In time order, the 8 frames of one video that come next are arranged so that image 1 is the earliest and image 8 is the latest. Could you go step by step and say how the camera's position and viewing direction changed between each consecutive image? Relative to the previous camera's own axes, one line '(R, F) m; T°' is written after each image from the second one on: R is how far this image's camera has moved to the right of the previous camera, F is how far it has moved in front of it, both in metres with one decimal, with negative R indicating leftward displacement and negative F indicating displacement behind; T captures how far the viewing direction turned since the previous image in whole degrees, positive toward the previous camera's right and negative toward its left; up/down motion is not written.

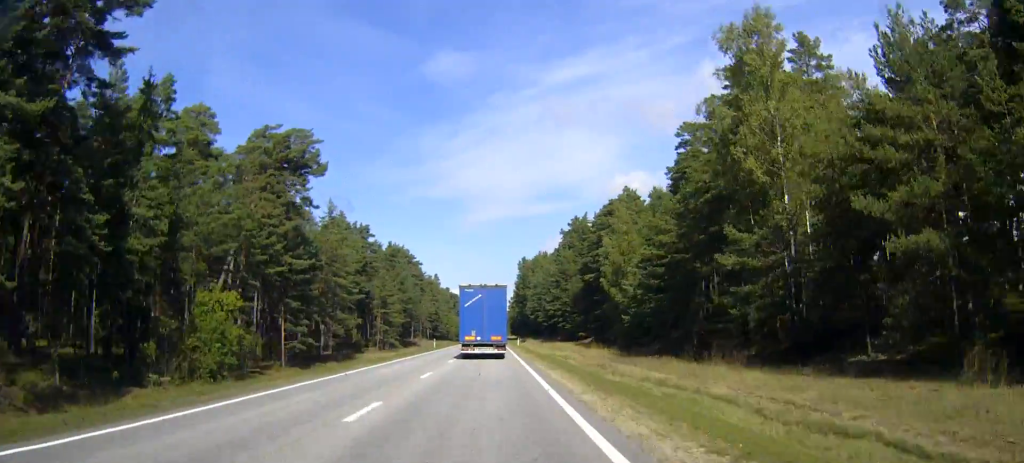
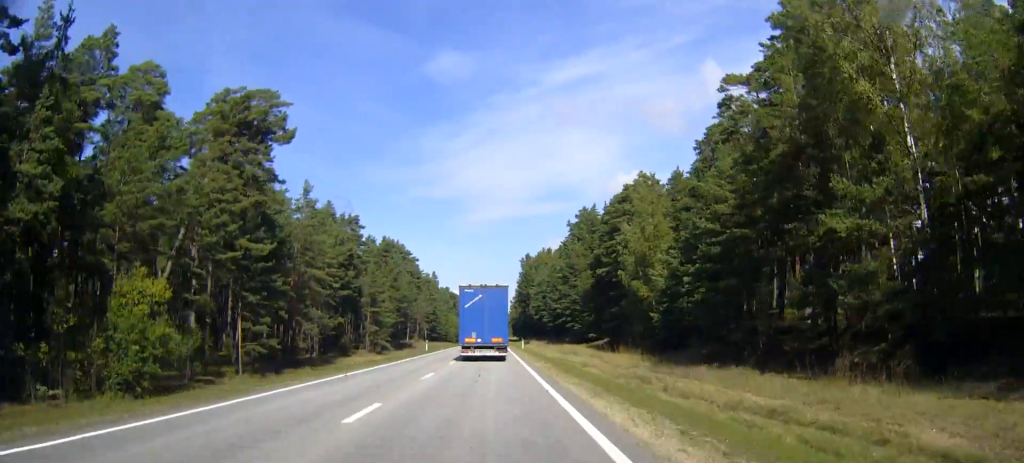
(0.0, +11.9) m; 0°
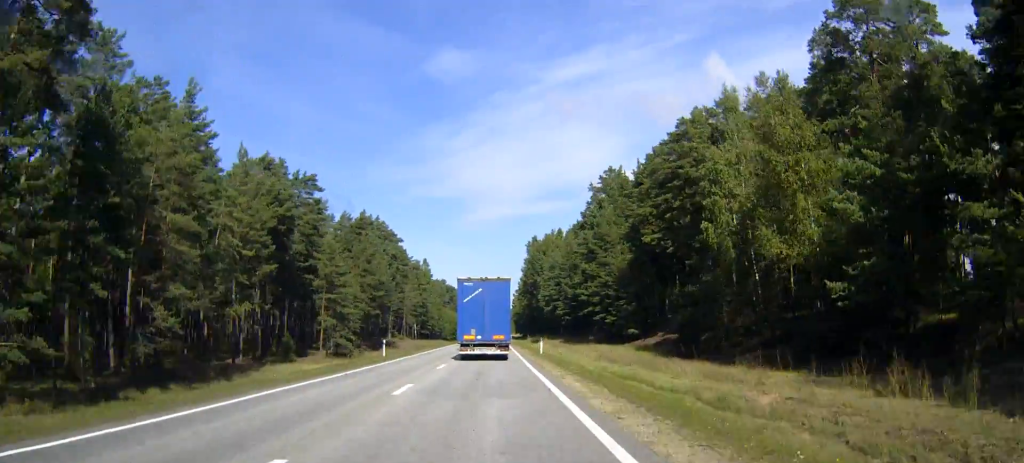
(-0.1, +31.0) m; 0°
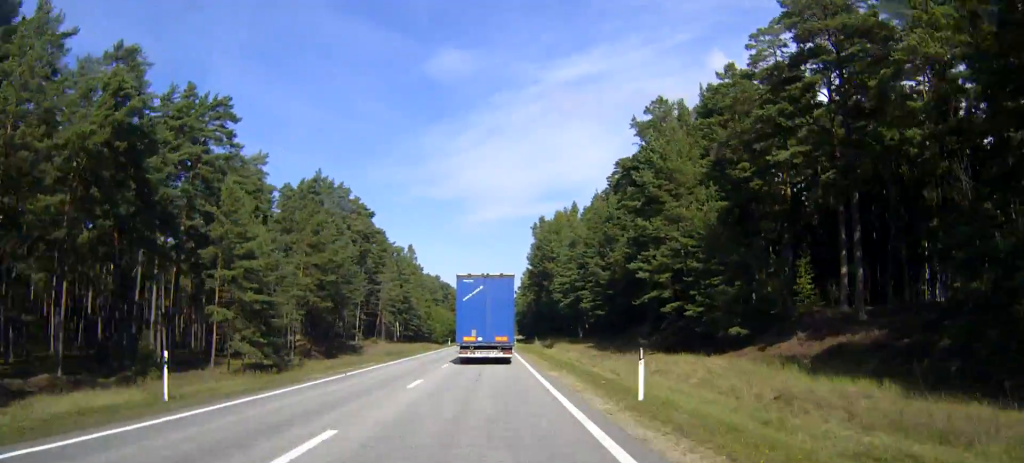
(0.0, +33.6) m; 0°
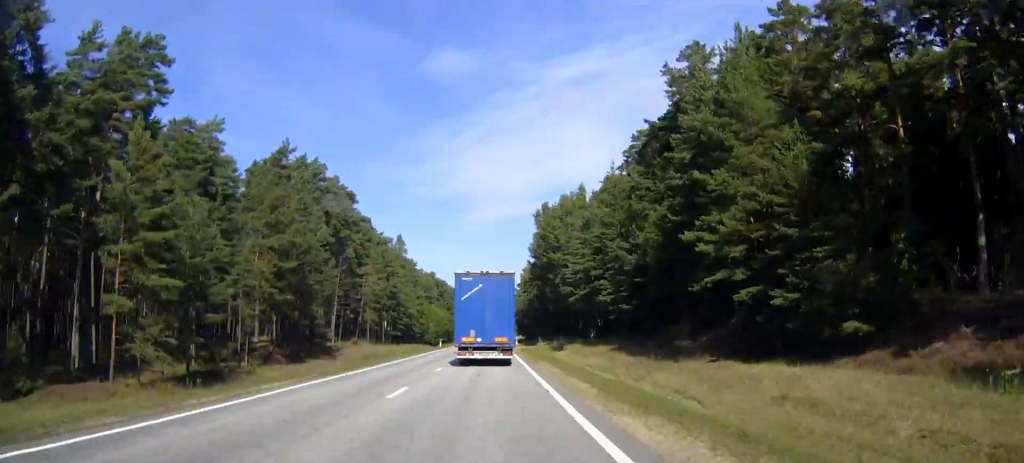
(0.0, +14.8) m; 0°
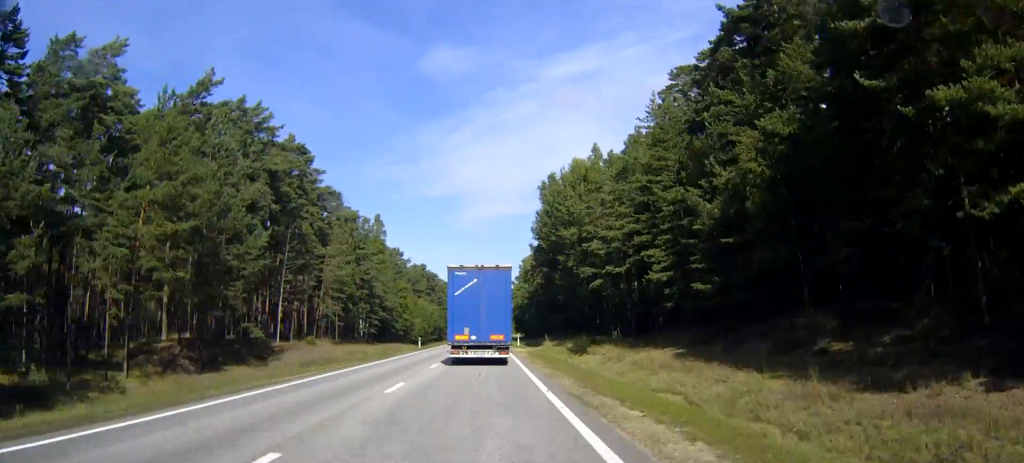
(+0.1, +22.4) m; 0°
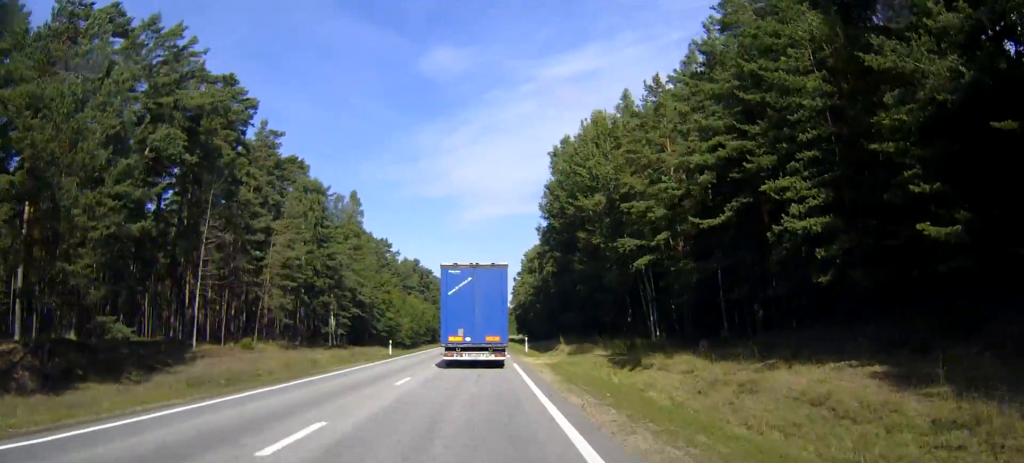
(0.0, +20.5) m; 0°
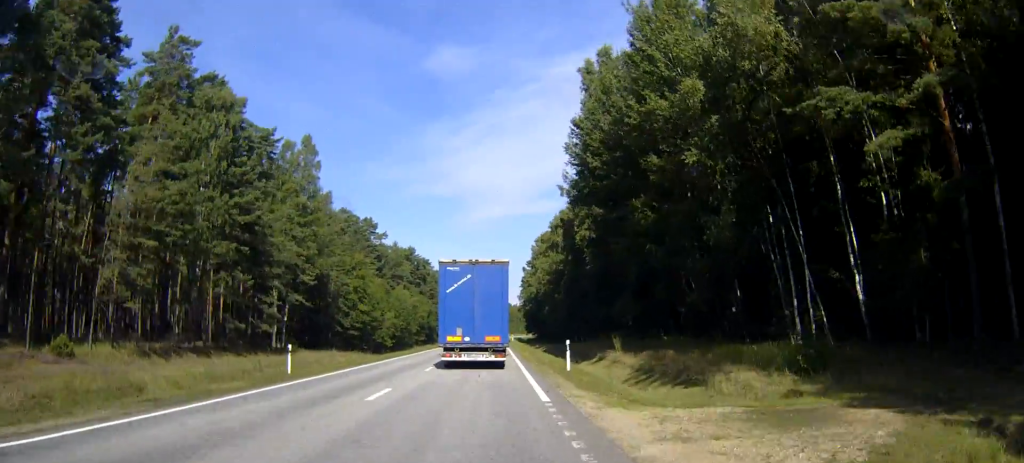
(-0.1, +28.3) m; 0°
